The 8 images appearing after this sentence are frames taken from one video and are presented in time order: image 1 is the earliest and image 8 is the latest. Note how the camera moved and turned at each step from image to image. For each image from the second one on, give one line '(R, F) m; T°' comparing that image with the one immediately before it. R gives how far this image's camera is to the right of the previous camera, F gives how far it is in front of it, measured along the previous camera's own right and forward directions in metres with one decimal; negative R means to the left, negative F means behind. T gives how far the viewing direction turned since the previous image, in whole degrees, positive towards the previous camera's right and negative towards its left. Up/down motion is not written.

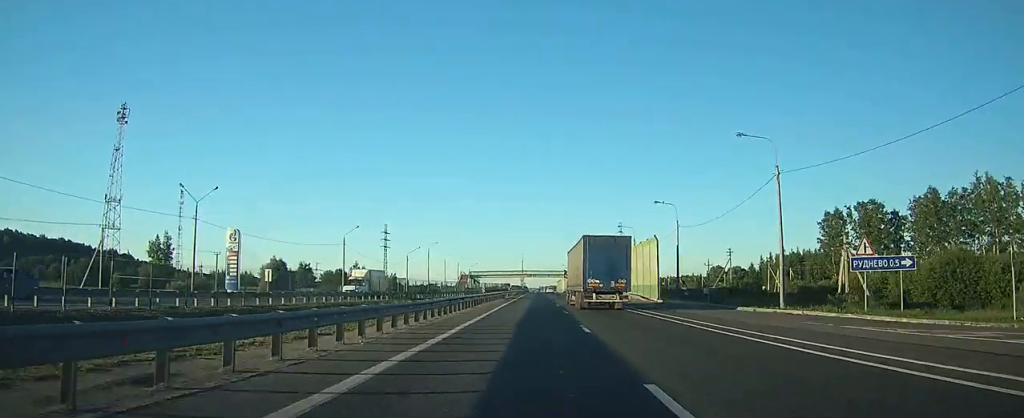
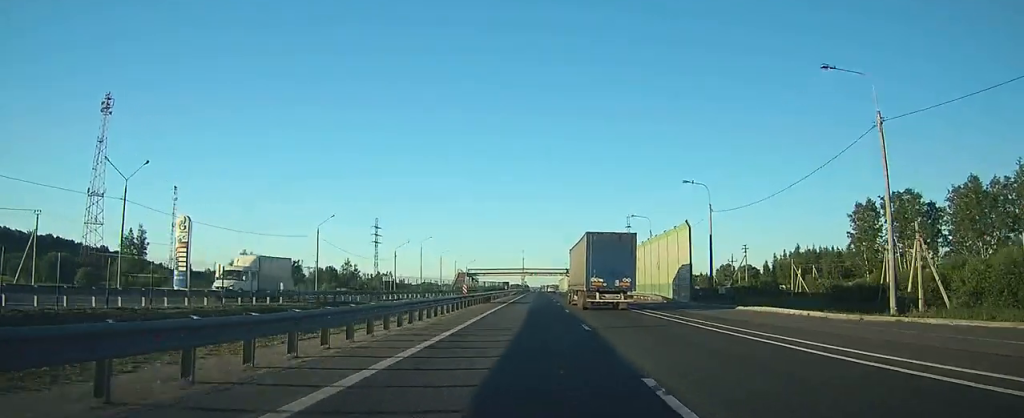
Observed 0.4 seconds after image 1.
(0.0, +11.6) m; 0°
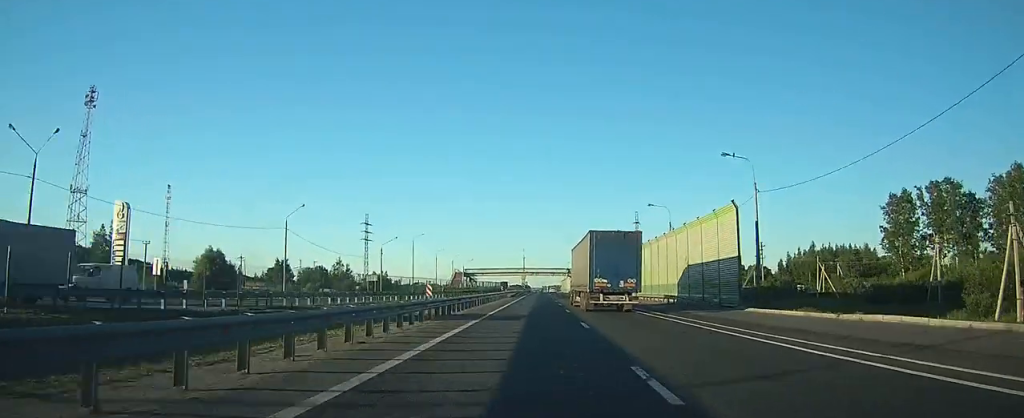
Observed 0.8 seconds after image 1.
(0.0, +10.7) m; 0°
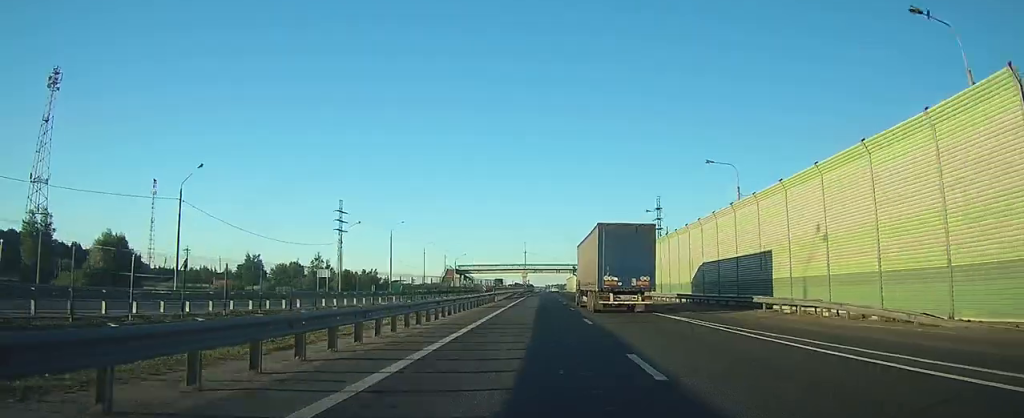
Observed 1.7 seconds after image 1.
(-0.1, +22.2) m; 0°
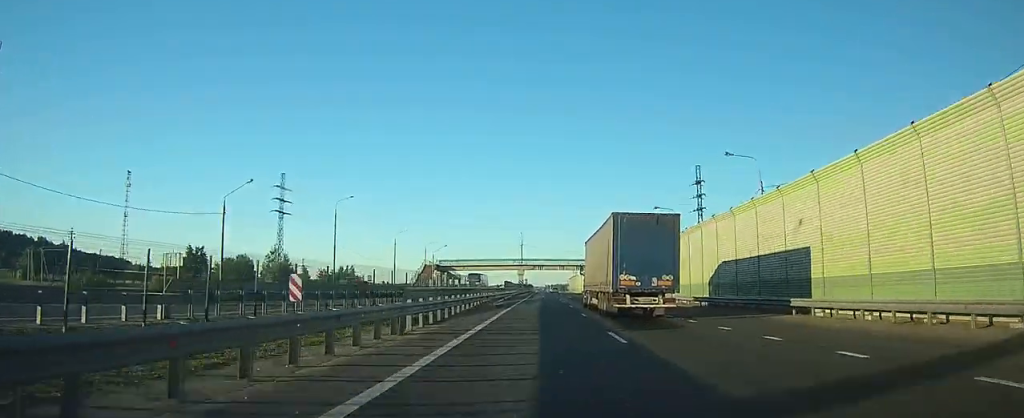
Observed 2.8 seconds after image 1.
(0.0, +30.3) m; 0°
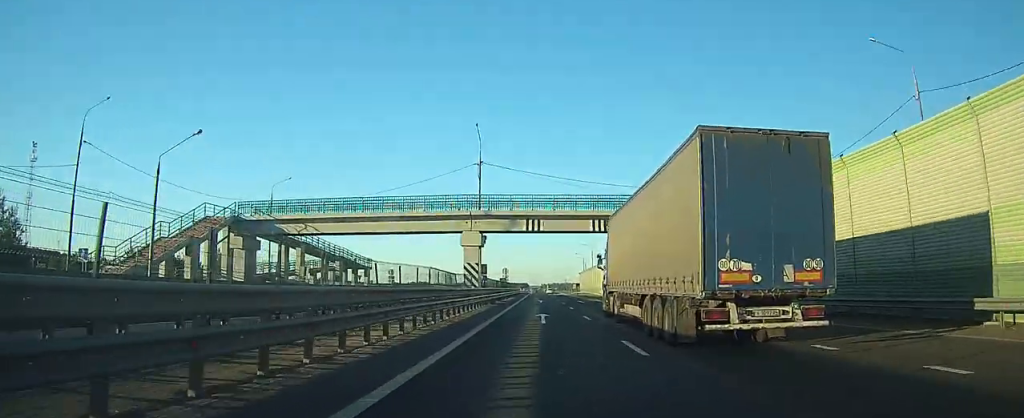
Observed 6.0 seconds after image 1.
(-0.1, +86.4) m; 0°
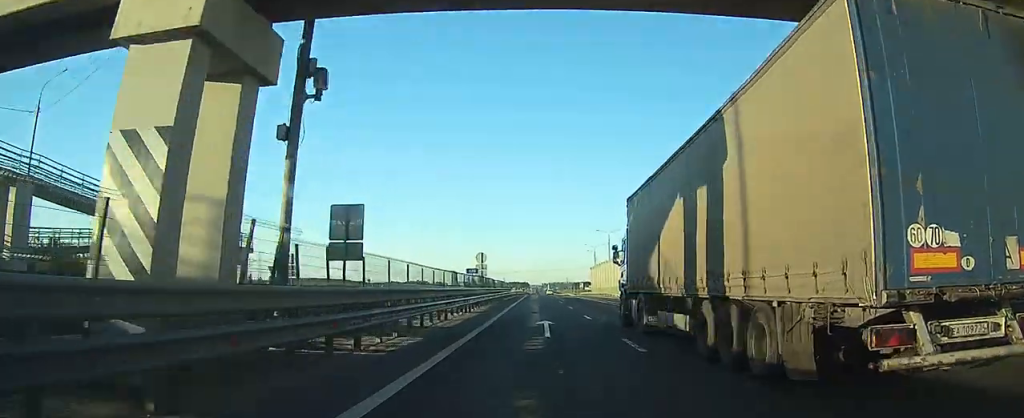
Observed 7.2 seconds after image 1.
(0.0, +35.2) m; 0°
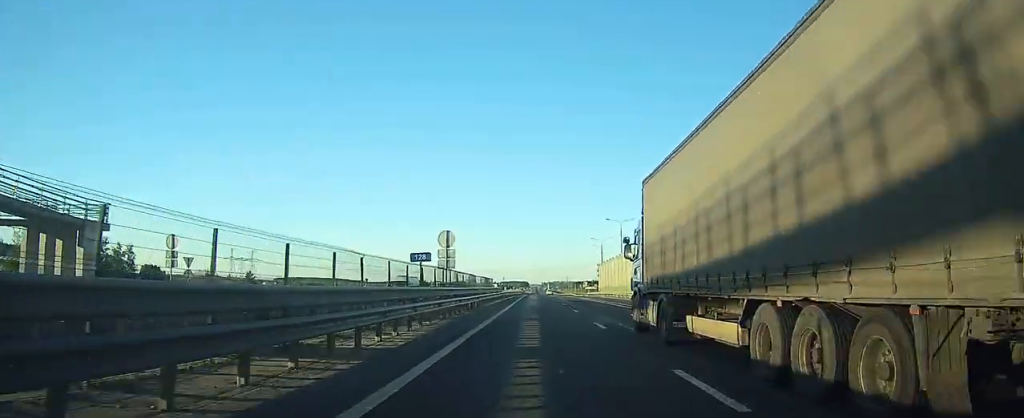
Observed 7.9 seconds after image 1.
(0.0, +17.7) m; 0°
